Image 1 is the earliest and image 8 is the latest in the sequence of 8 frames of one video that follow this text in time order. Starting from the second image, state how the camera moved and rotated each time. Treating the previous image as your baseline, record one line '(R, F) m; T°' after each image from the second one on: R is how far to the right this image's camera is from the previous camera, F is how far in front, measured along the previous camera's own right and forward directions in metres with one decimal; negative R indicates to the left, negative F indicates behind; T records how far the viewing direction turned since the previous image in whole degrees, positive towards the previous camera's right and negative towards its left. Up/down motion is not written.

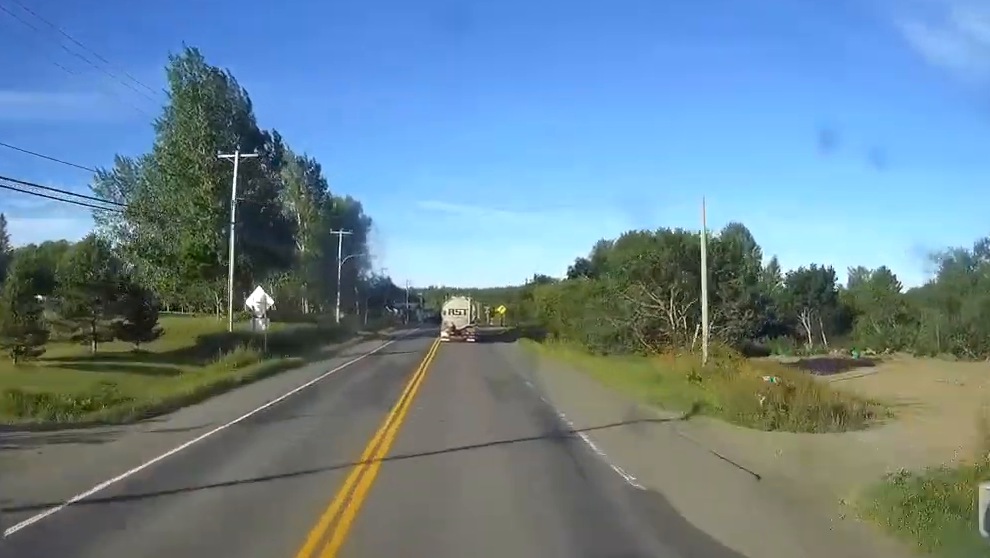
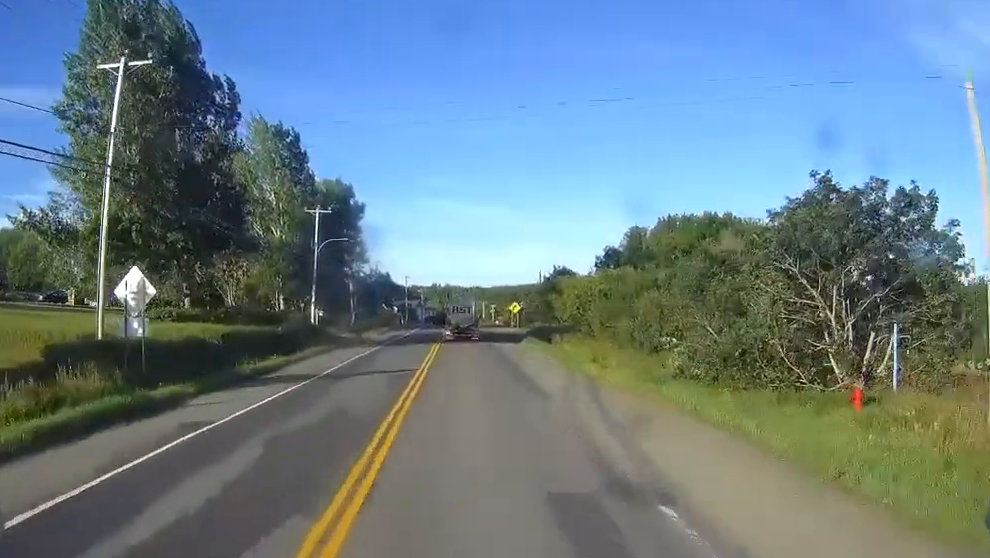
(0.0, +18.8) m; 0°
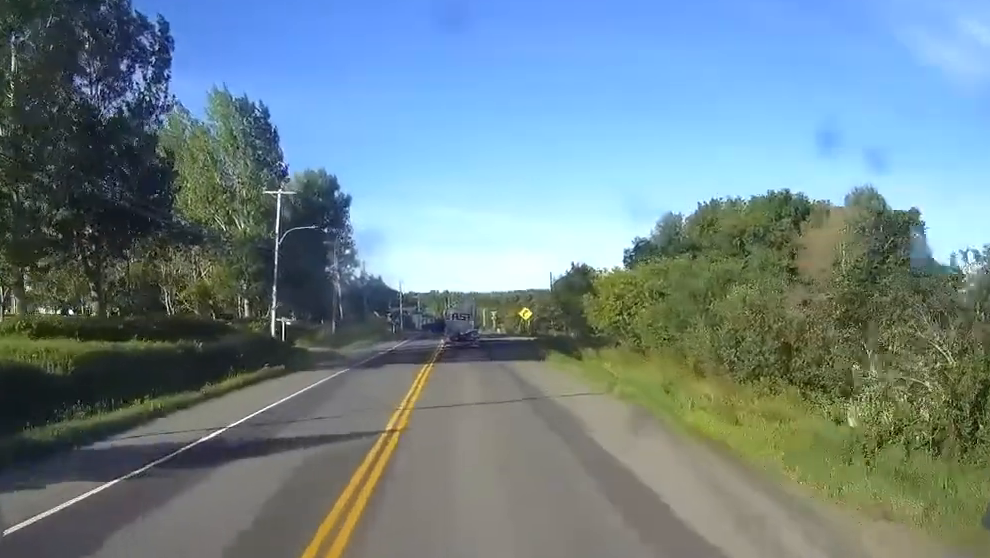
(0.0, +16.2) m; 0°
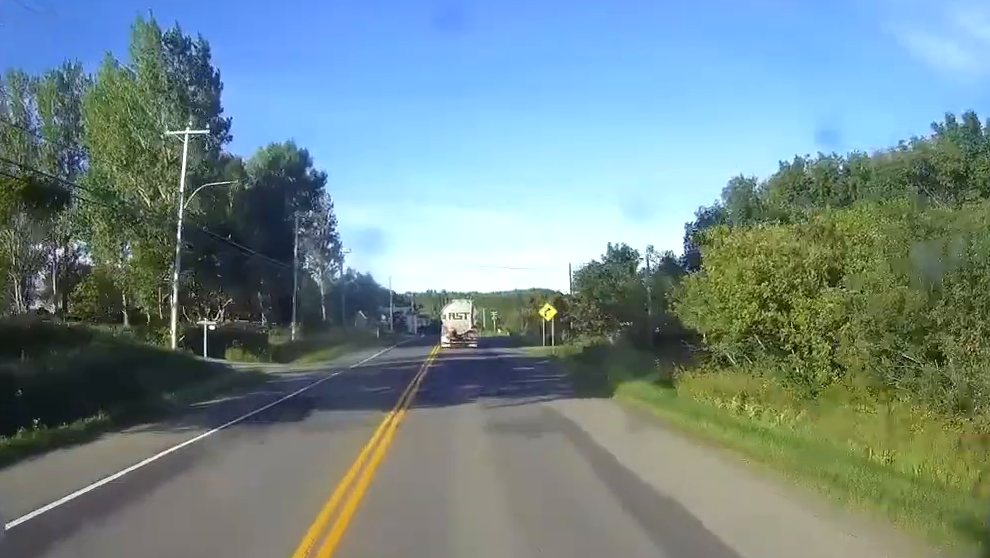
(-0.1, +21.2) m; 0°
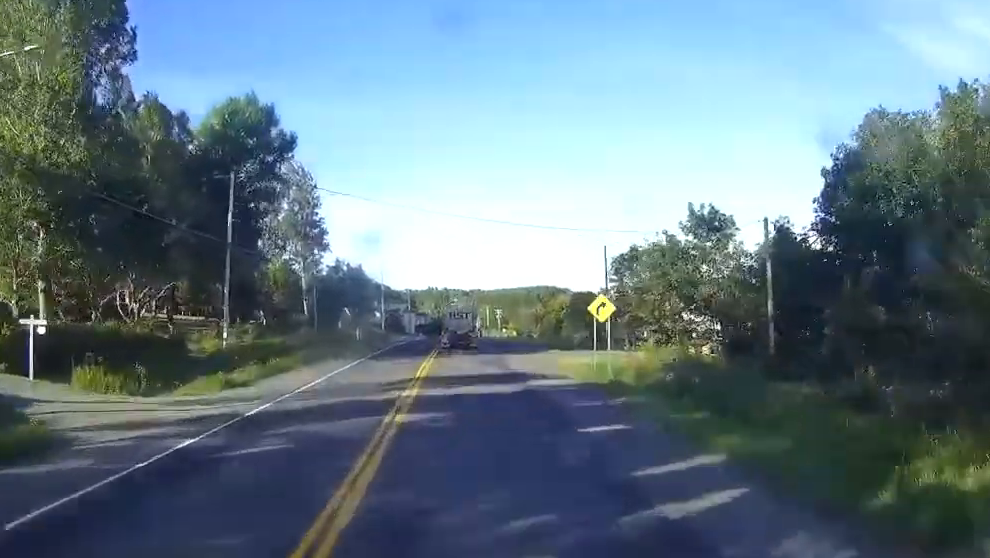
(0.0, +21.0) m; 0°
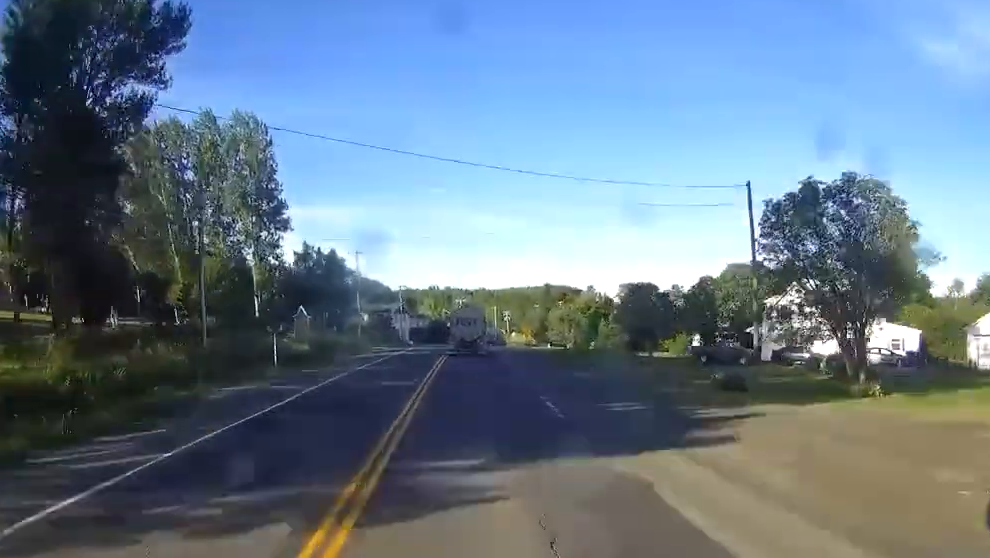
(+0.1, +35.7) m; 0°
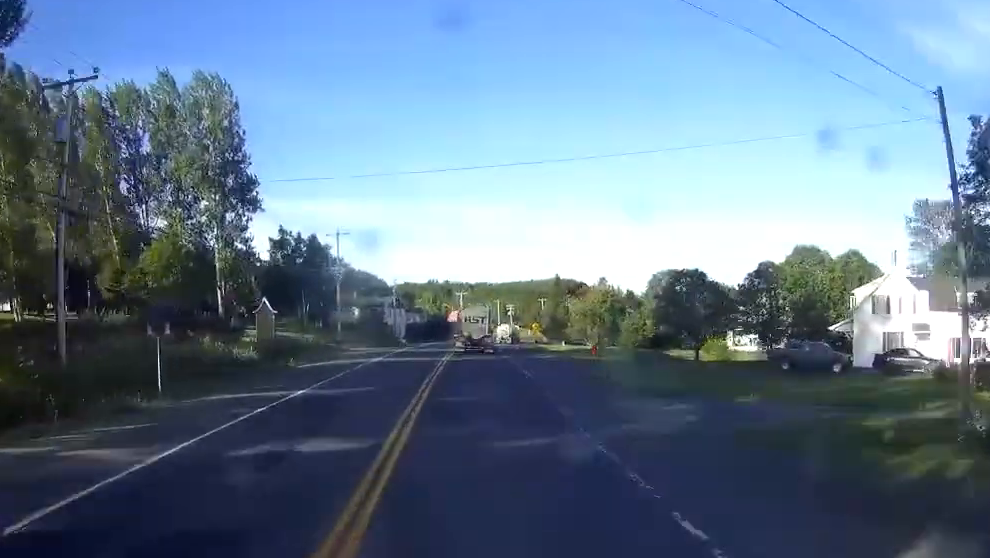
(-0.1, +16.4) m; 0°
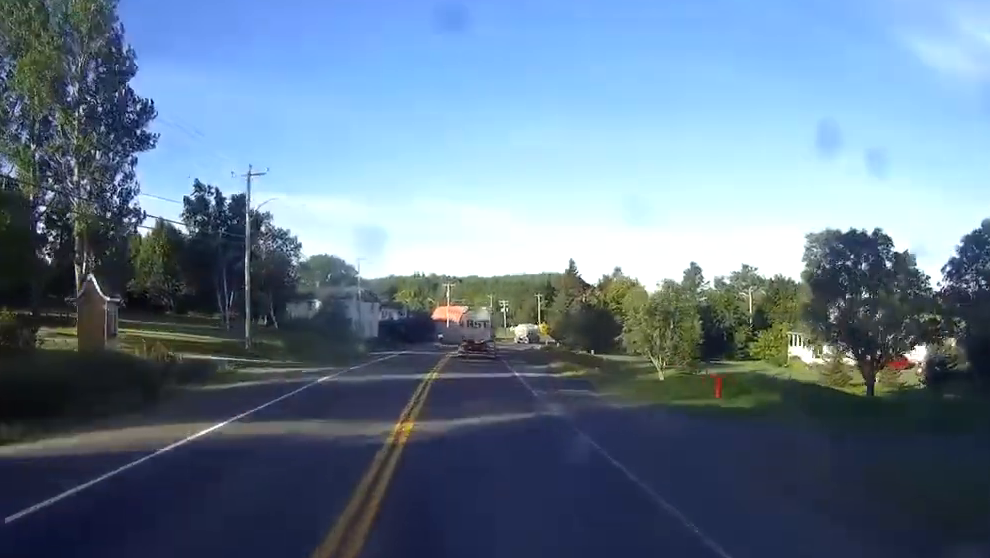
(+0.1, +31.8) m; +1°
